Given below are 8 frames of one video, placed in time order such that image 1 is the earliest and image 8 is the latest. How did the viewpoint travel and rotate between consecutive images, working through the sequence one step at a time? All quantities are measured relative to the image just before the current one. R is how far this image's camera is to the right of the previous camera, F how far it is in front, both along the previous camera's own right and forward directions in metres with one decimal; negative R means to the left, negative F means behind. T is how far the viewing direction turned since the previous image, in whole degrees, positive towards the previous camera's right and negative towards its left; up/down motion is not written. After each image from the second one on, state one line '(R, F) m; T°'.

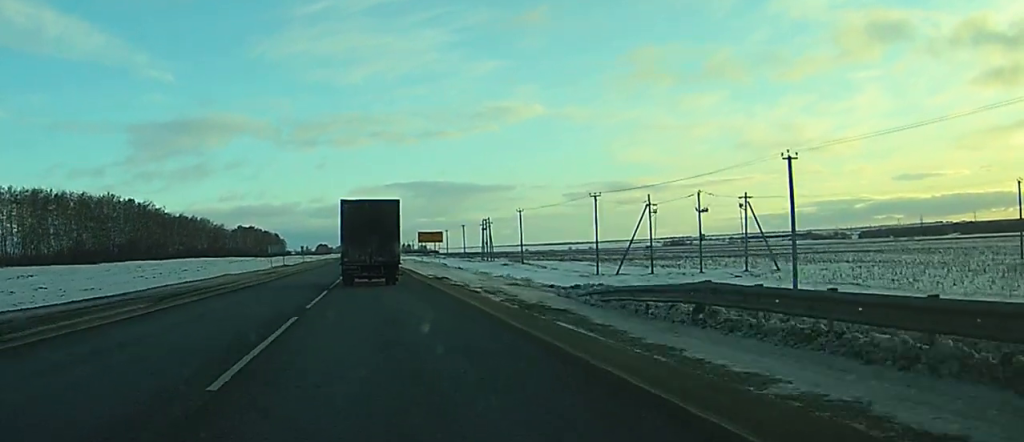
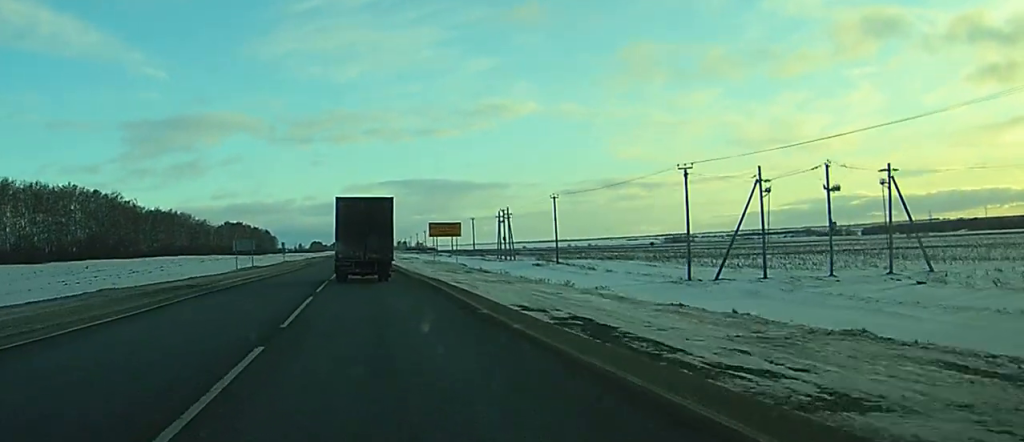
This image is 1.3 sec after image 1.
(0.0, +29.2) m; 0°
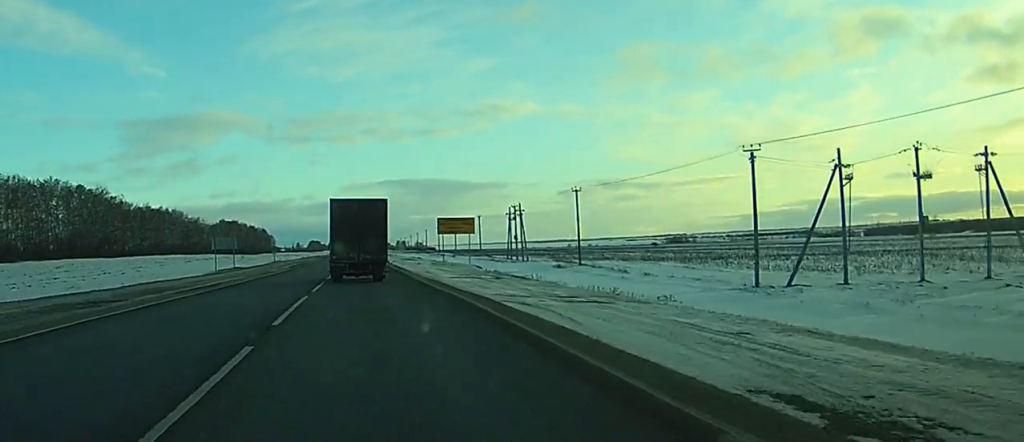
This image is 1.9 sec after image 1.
(0.0, +12.4) m; 0°
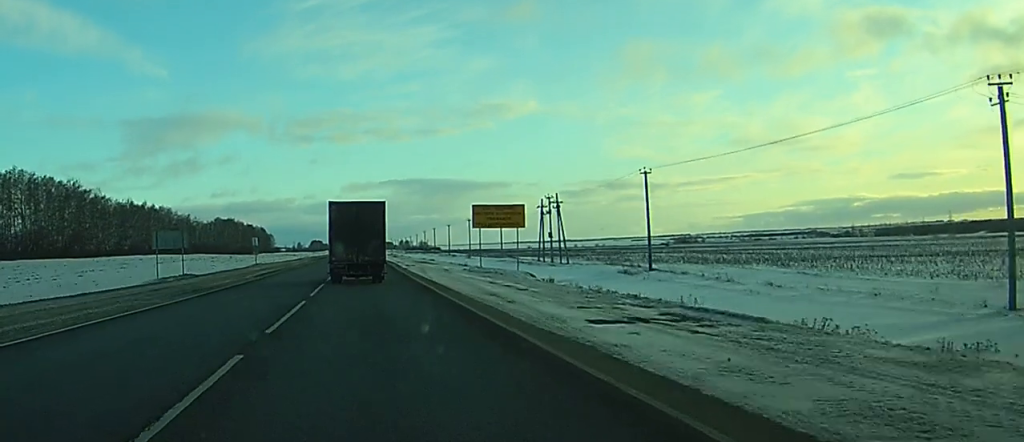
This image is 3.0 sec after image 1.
(0.0, +24.2) m; 0°
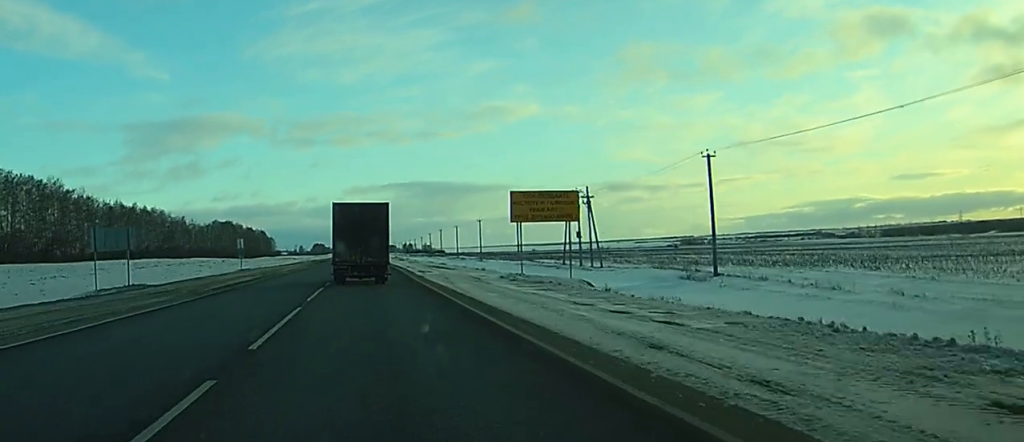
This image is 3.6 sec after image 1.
(+0.1, +14.0) m; 0°
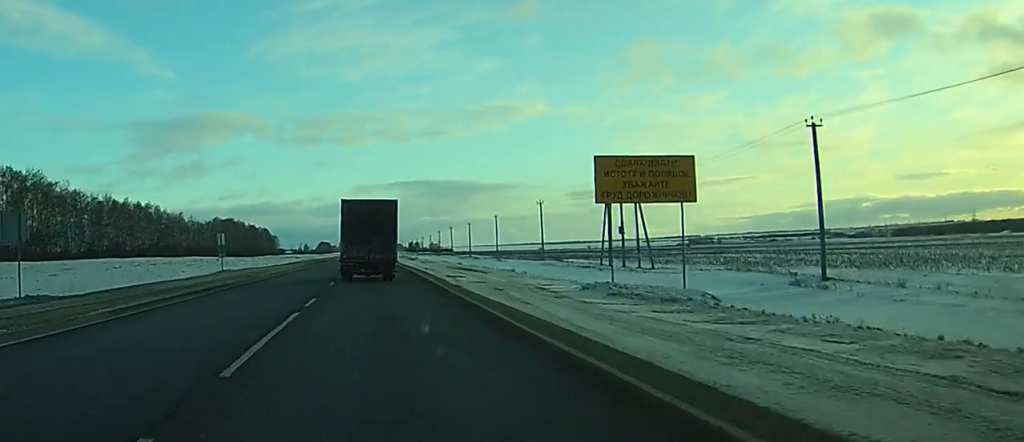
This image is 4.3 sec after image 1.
(0.0, +14.8) m; 0°
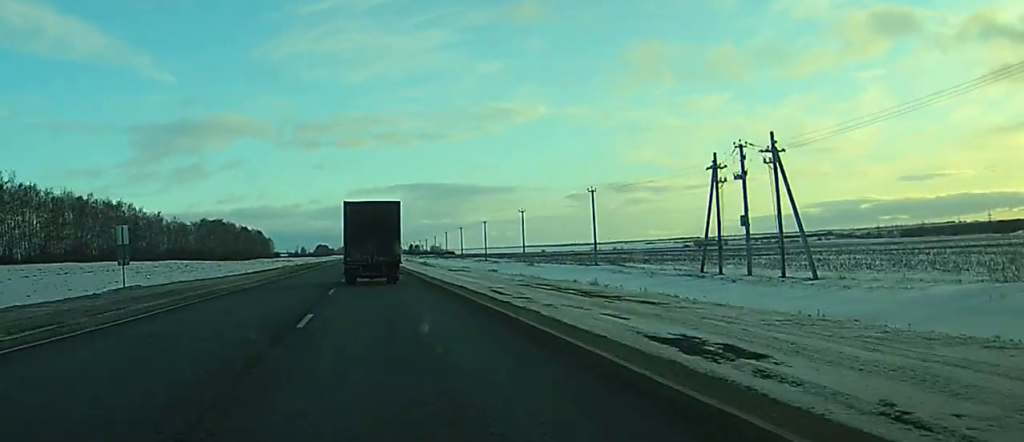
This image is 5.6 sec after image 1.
(-0.1, +29.1) m; 0°
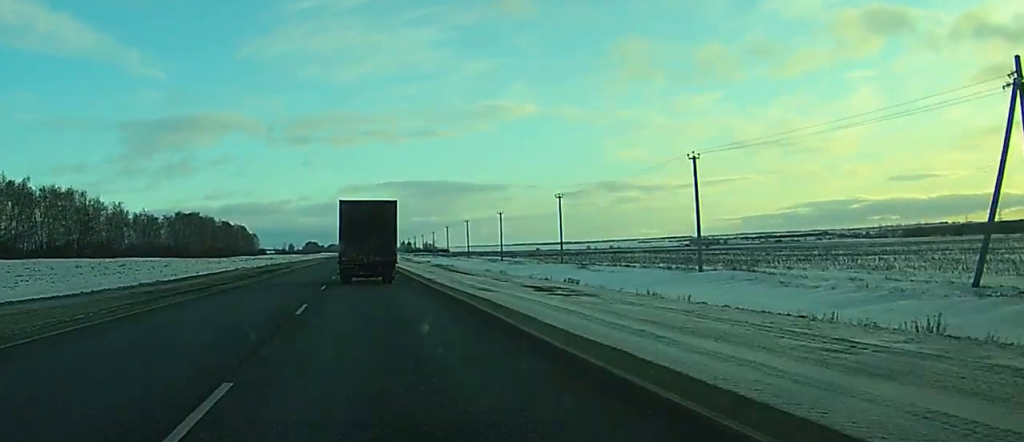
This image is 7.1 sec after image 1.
(+0.1, +33.1) m; 0°
